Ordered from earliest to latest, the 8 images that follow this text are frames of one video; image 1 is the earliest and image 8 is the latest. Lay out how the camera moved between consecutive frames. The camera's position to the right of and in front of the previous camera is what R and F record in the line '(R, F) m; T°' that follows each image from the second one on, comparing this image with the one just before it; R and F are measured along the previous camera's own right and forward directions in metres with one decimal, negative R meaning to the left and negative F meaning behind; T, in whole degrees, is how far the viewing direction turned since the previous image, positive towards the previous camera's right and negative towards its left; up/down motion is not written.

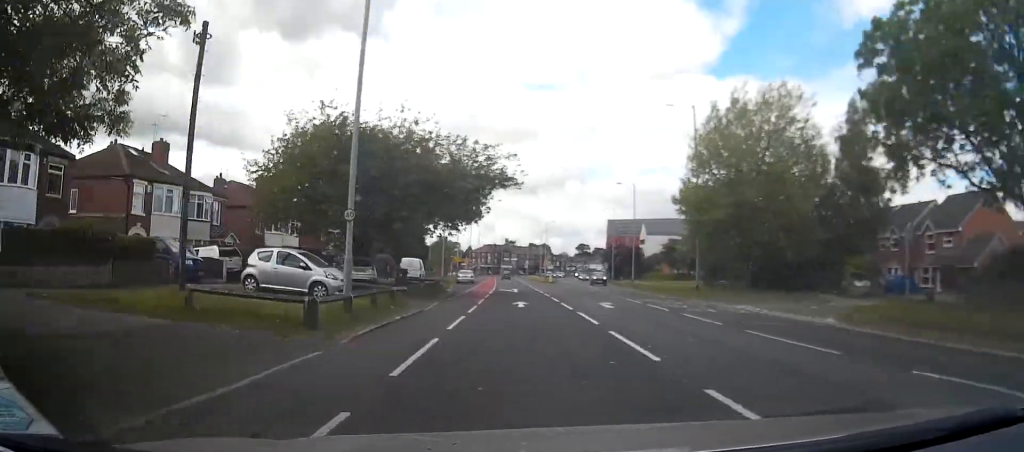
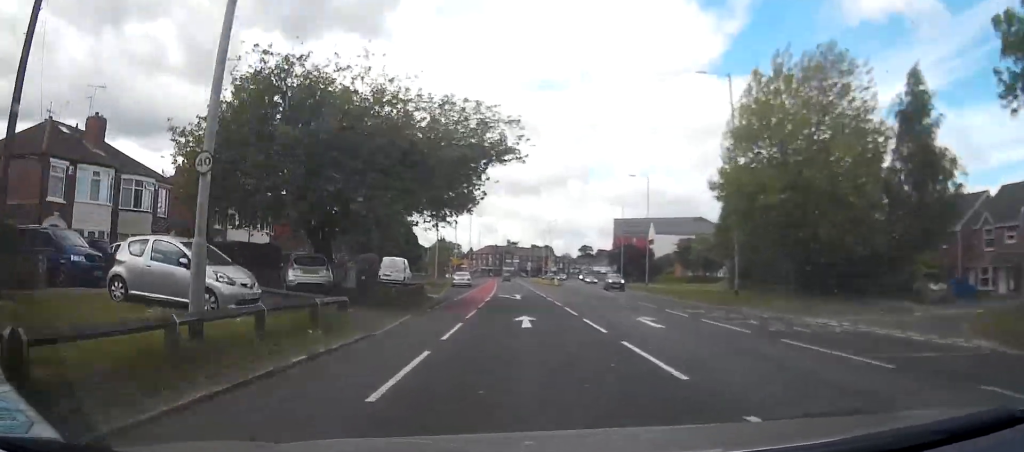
(+0.3, +7.3) m; -1°
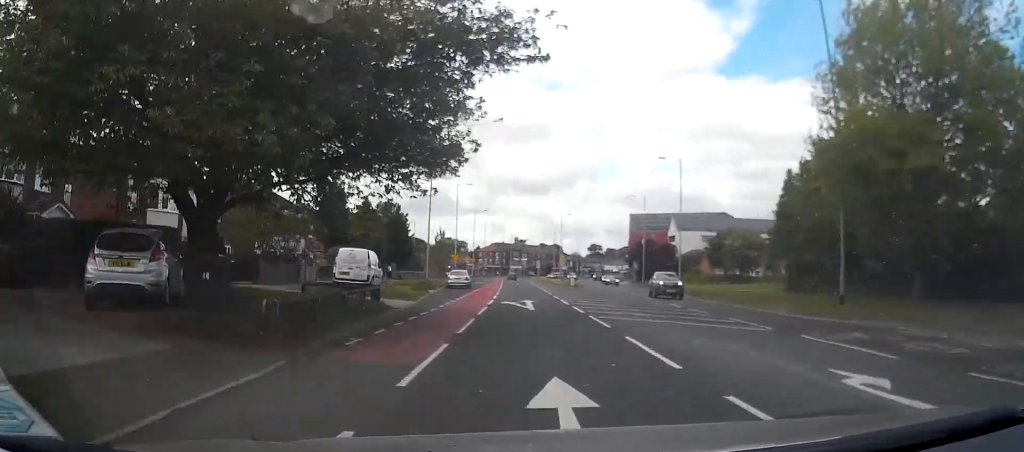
(-0.4, +11.1) m; -1°
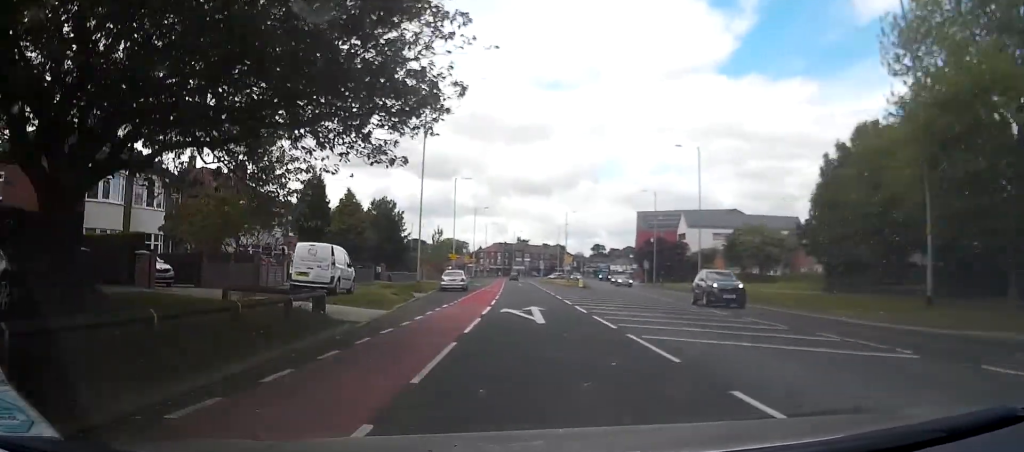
(-0.2, +5.3) m; -1°
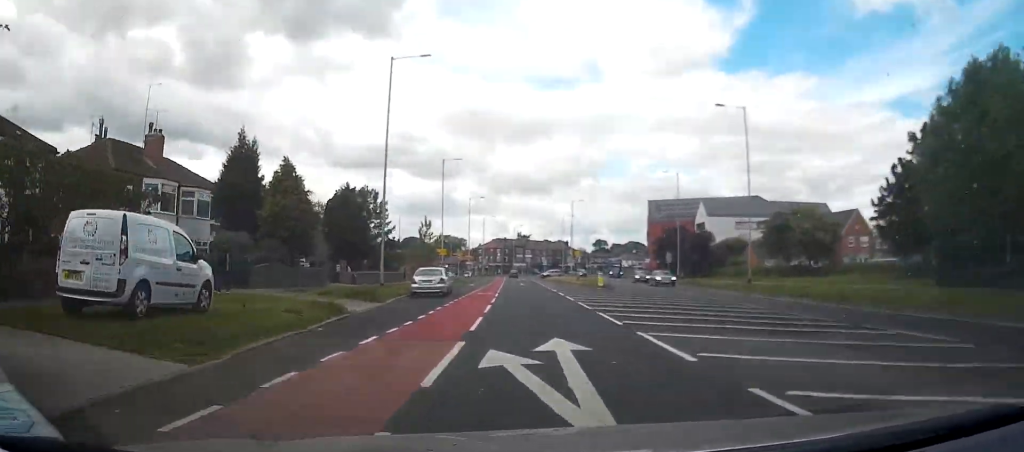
(+0.4, +12.0) m; +2°
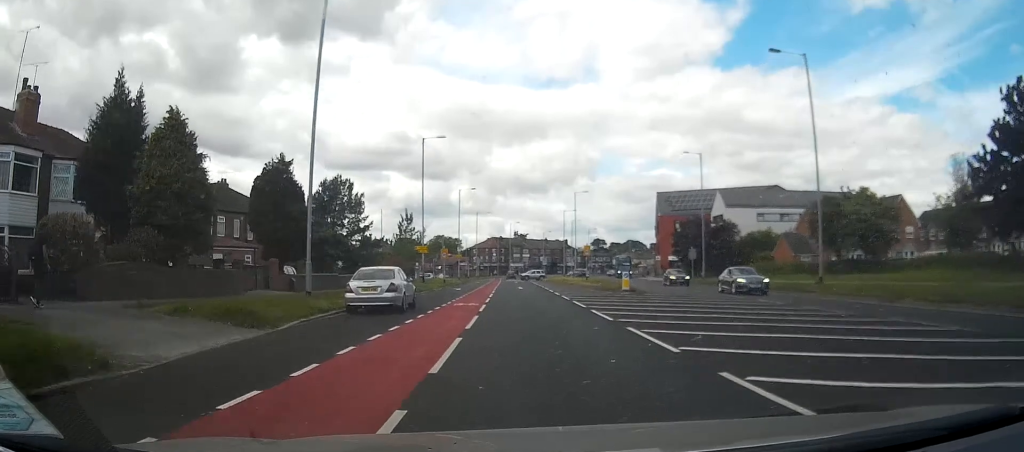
(+0.1, +11.2) m; -1°
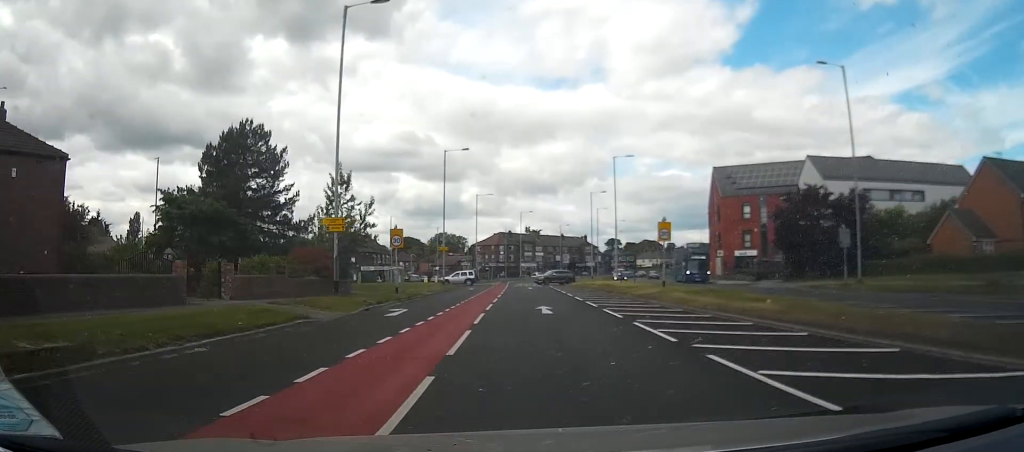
(-0.5, +28.2) m; -1°
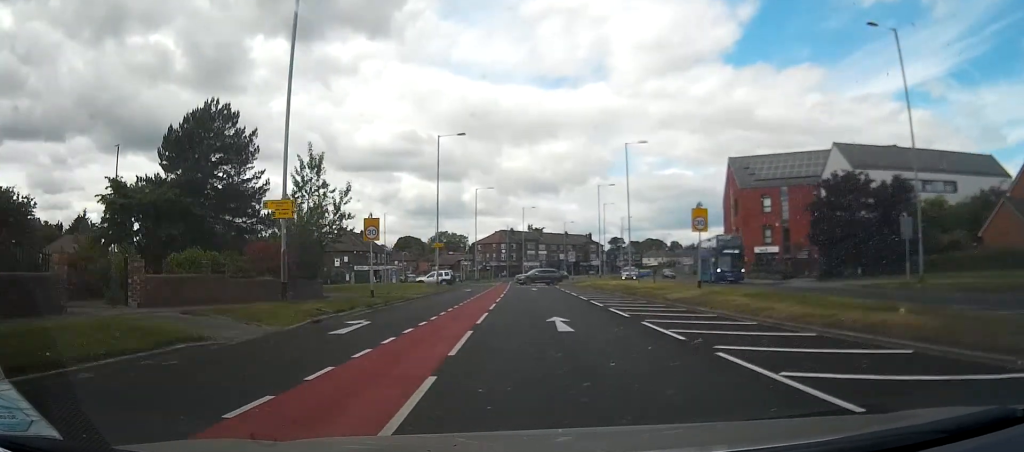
(+0.1, +5.9) m; 0°
